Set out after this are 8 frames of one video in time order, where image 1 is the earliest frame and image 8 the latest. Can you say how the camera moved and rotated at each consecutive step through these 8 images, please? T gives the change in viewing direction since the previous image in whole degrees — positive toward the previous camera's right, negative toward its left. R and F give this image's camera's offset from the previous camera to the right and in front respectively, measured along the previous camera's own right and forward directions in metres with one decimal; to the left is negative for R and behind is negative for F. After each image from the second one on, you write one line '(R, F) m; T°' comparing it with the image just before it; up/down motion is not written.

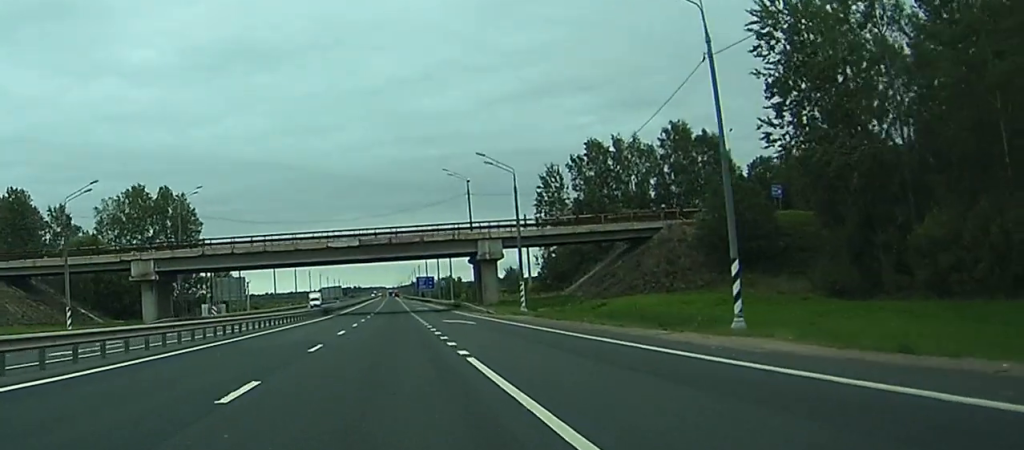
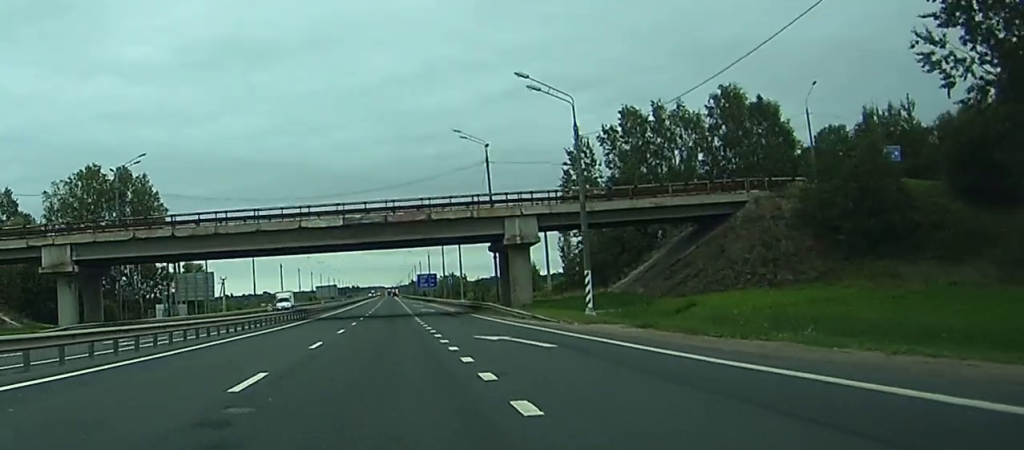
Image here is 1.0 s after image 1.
(+0.2, +24.5) m; 0°
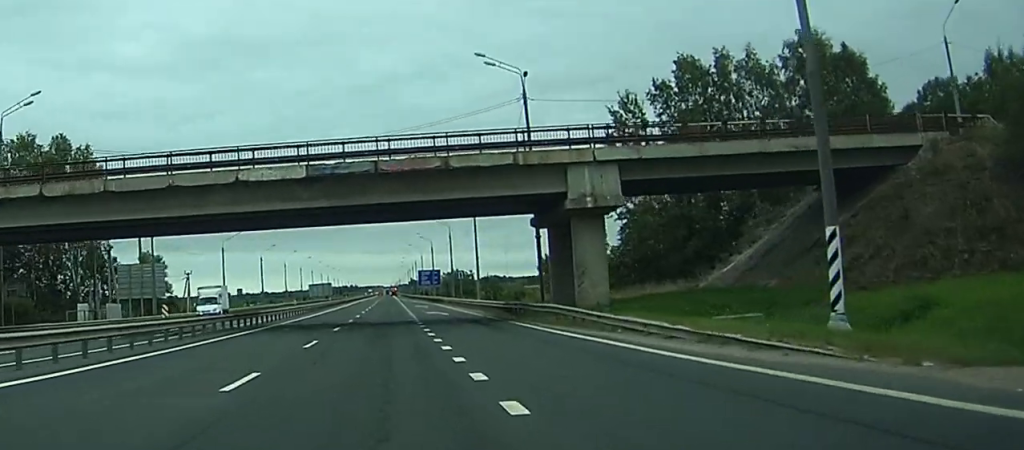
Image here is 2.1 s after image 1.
(+0.1, +26.7) m; 0°
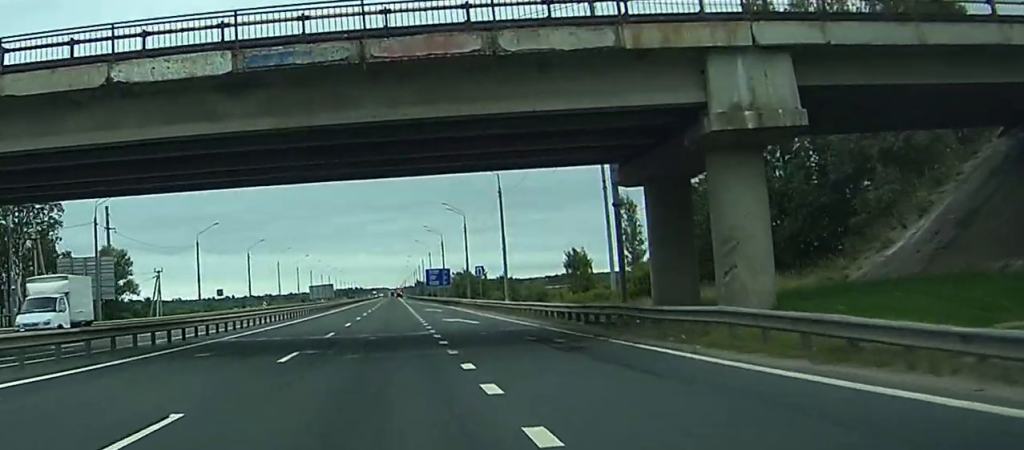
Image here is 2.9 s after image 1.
(0.0, +19.9) m; 0°
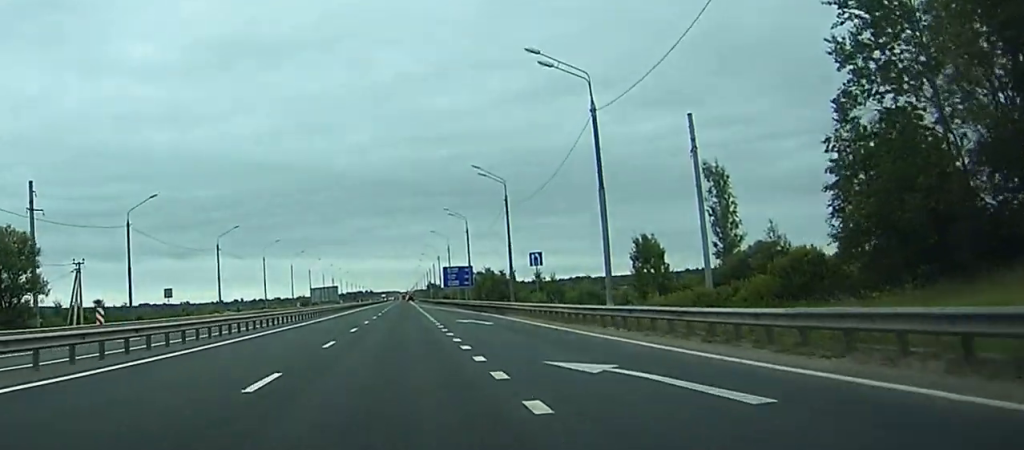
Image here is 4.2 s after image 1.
(-0.1, +29.3) m; -1°
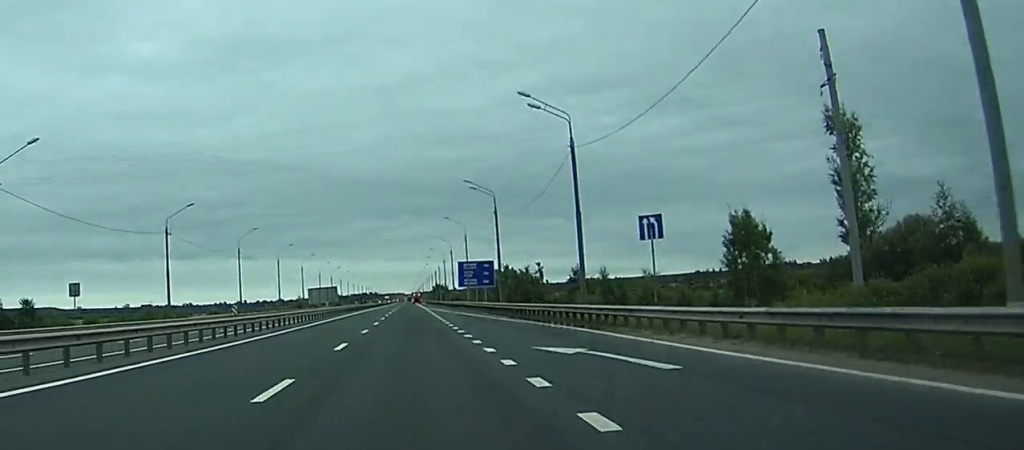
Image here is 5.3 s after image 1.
(-0.1, +21.4) m; -1°
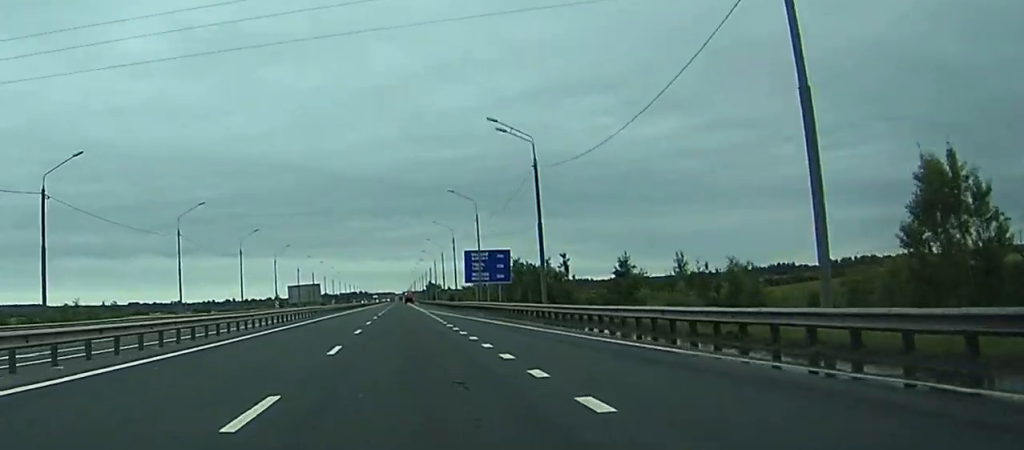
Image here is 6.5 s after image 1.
(0.0, +23.7) m; 0°
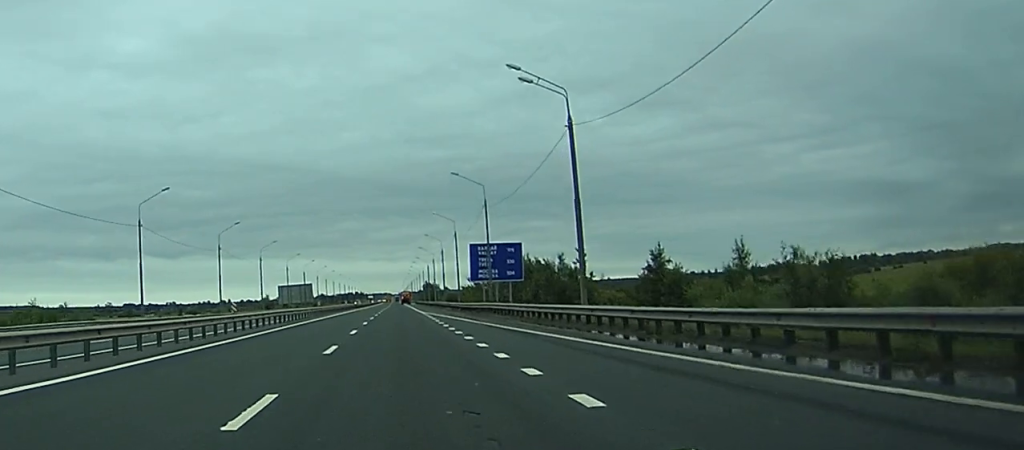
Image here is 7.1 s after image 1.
(0.0, +11.0) m; 0°
